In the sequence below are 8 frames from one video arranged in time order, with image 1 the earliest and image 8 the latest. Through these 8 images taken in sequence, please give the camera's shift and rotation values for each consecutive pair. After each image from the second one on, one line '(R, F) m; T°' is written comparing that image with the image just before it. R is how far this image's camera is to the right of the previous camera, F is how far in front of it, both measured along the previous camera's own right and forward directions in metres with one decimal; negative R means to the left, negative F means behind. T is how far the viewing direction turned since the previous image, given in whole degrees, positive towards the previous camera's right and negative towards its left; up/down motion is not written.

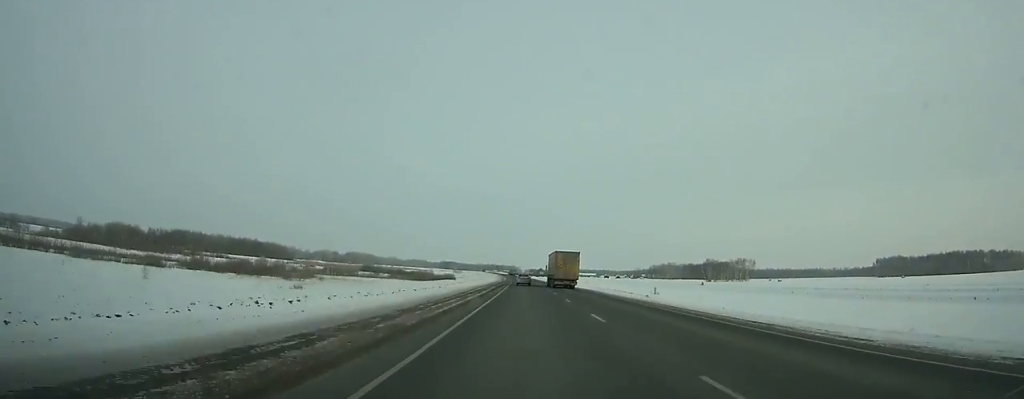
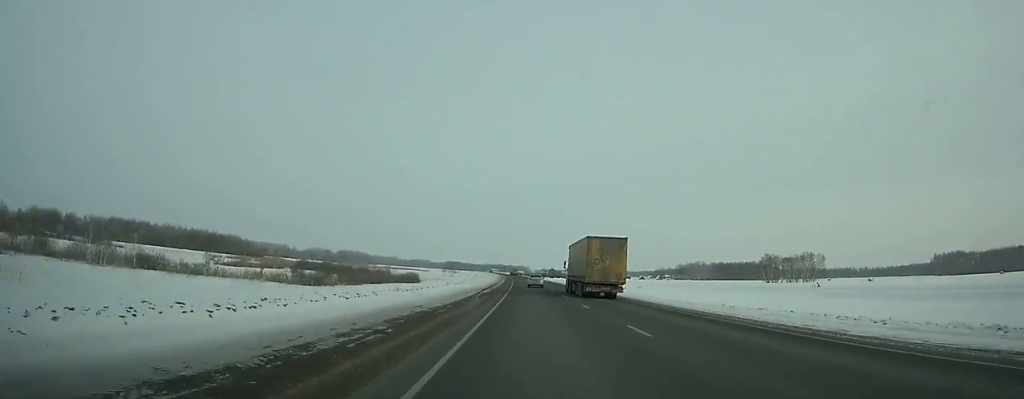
(-0.4, +88.7) m; -1°
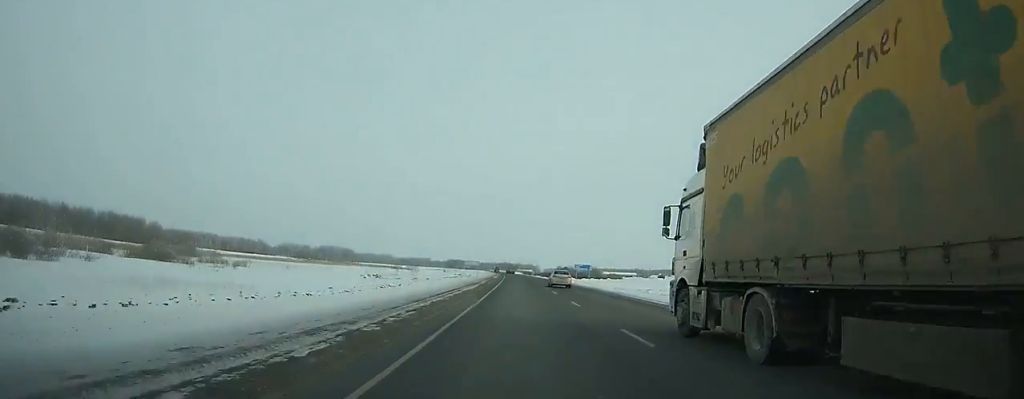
(-0.5, +119.2) m; 0°
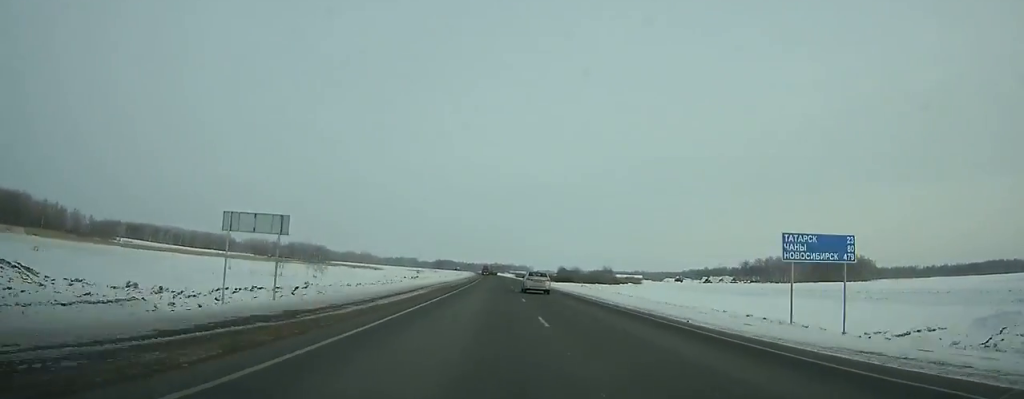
(+0.1, +78.4) m; -1°
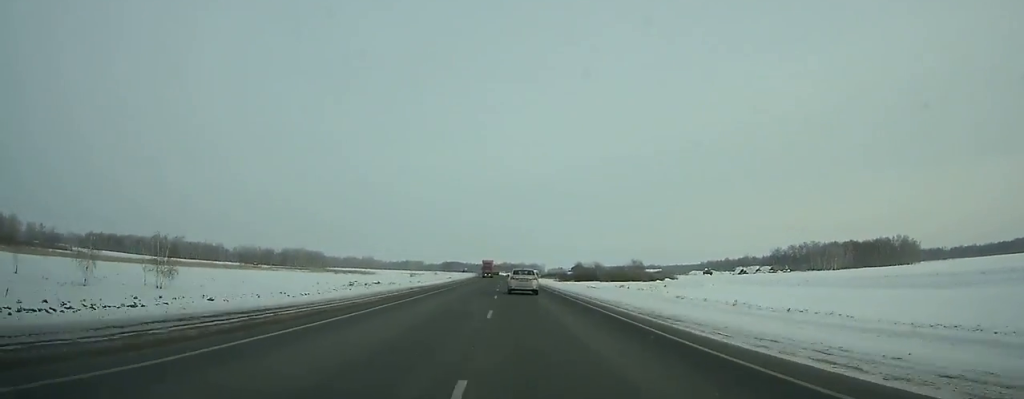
(-0.5, +44.2) m; -1°
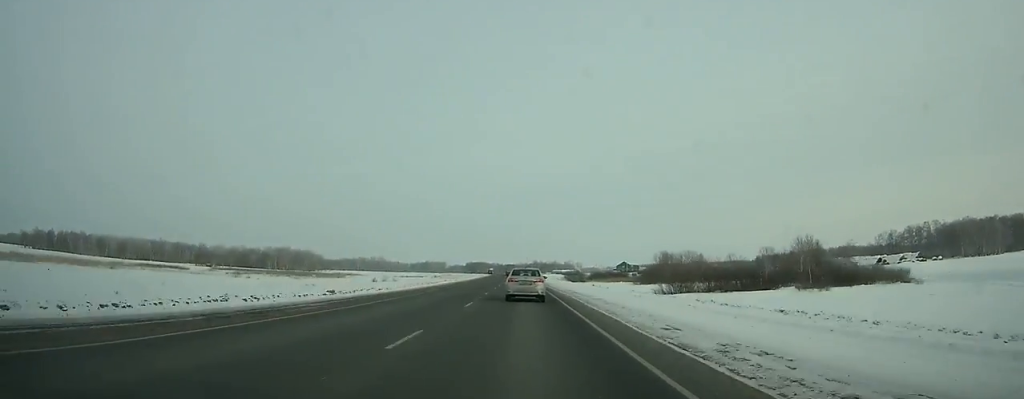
(-2.2, +114.0) m; -2°
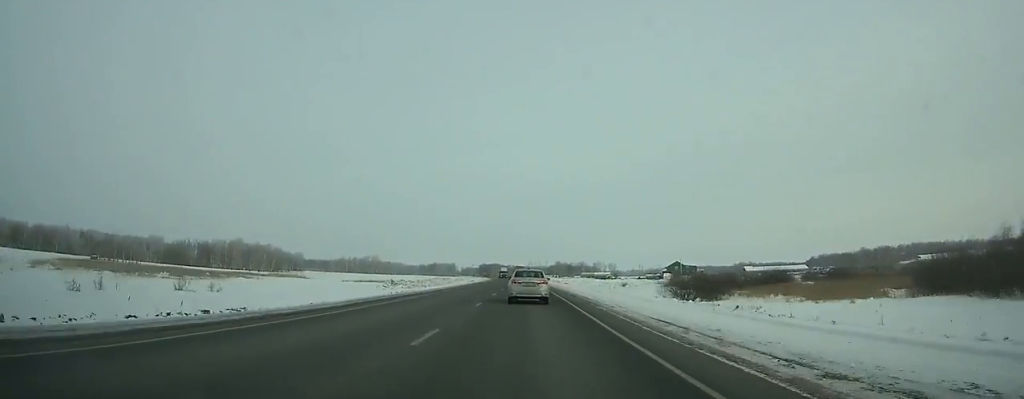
(-2.3, +120.3) m; -2°
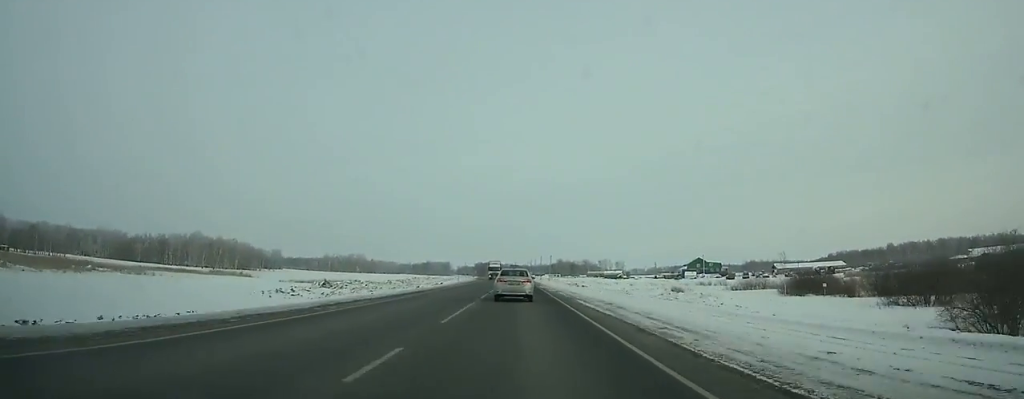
(-0.1, +51.3) m; 0°
